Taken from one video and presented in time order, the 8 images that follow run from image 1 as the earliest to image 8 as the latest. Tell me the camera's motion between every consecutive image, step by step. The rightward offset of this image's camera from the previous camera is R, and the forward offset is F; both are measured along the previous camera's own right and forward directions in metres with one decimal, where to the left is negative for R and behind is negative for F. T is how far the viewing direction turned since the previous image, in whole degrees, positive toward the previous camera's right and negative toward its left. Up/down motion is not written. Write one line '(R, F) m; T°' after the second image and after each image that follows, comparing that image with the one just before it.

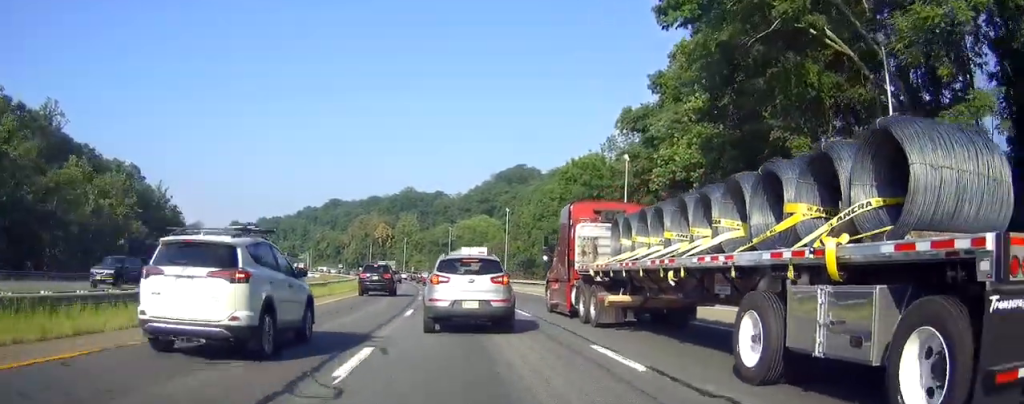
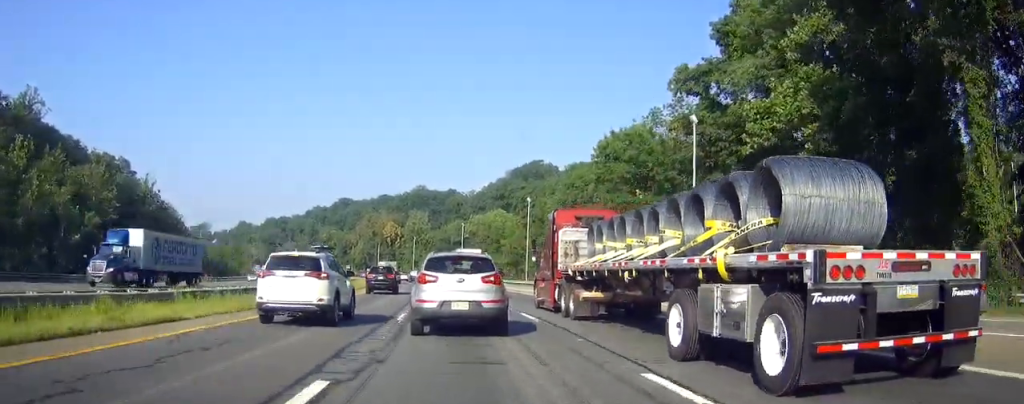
(-0.3, +16.2) m; -2°
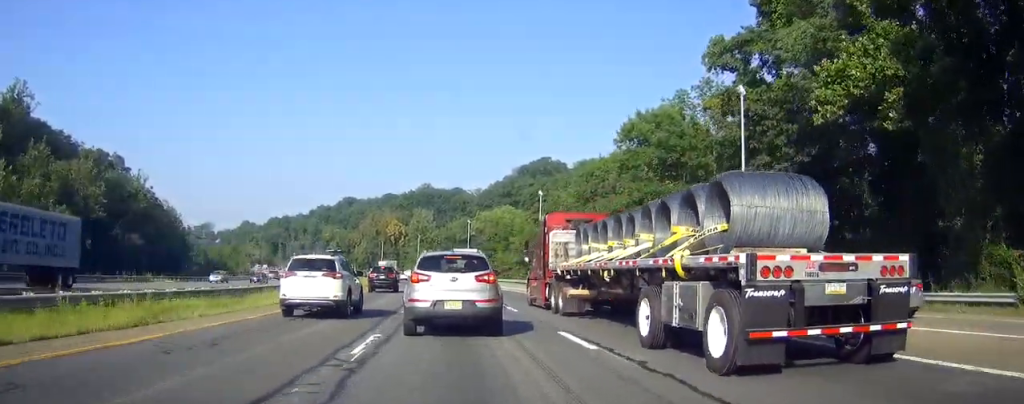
(-0.1, +7.8) m; -1°
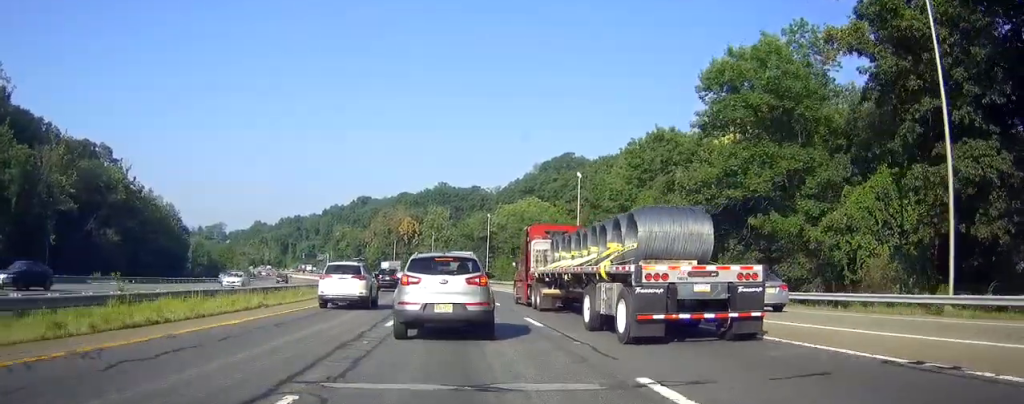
(-0.3, +18.2) m; -2°
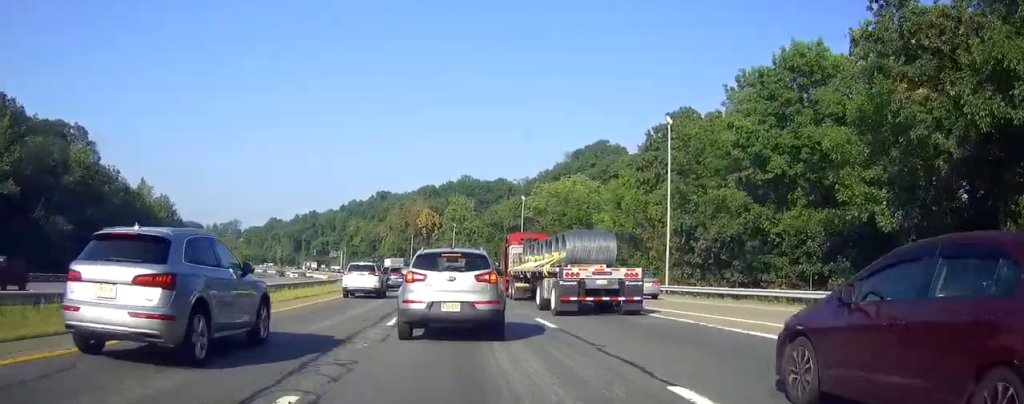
(-0.3, +26.1) m; -2°
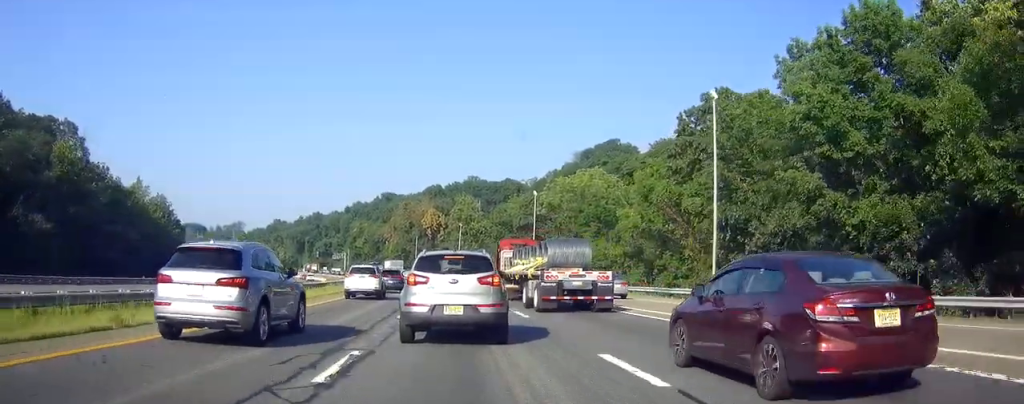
(-0.1, +8.4) m; -1°
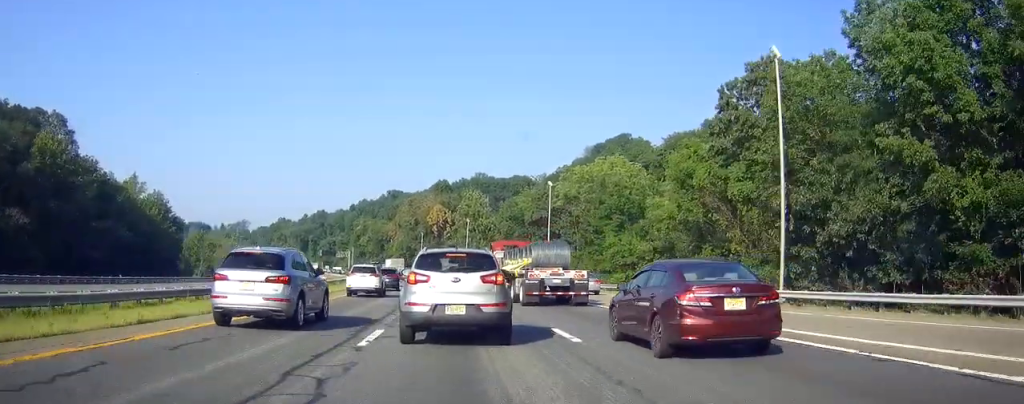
(-0.2, +8.5) m; -1°
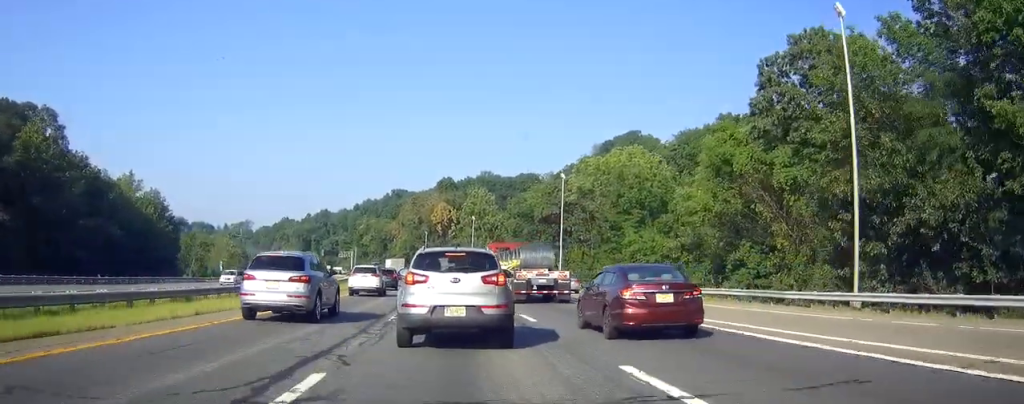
(+0.1, +6.5) m; 0°
